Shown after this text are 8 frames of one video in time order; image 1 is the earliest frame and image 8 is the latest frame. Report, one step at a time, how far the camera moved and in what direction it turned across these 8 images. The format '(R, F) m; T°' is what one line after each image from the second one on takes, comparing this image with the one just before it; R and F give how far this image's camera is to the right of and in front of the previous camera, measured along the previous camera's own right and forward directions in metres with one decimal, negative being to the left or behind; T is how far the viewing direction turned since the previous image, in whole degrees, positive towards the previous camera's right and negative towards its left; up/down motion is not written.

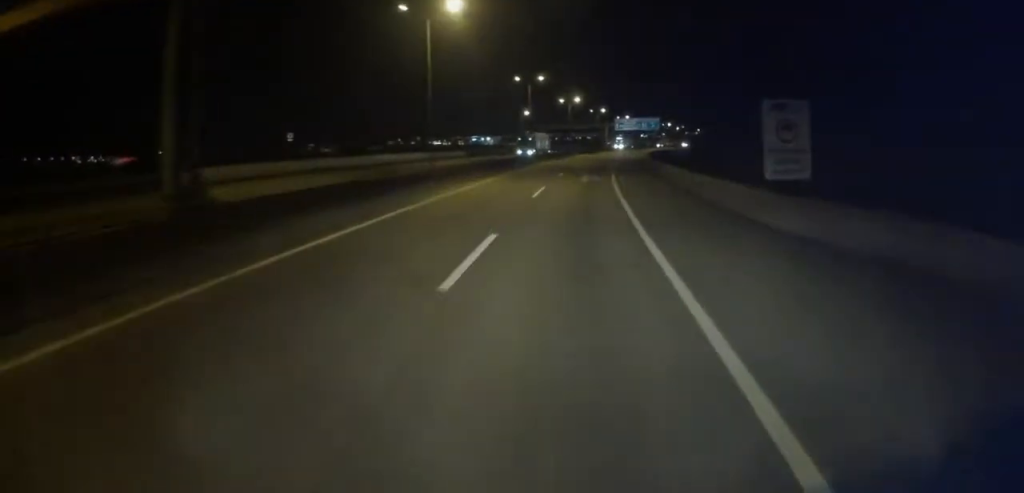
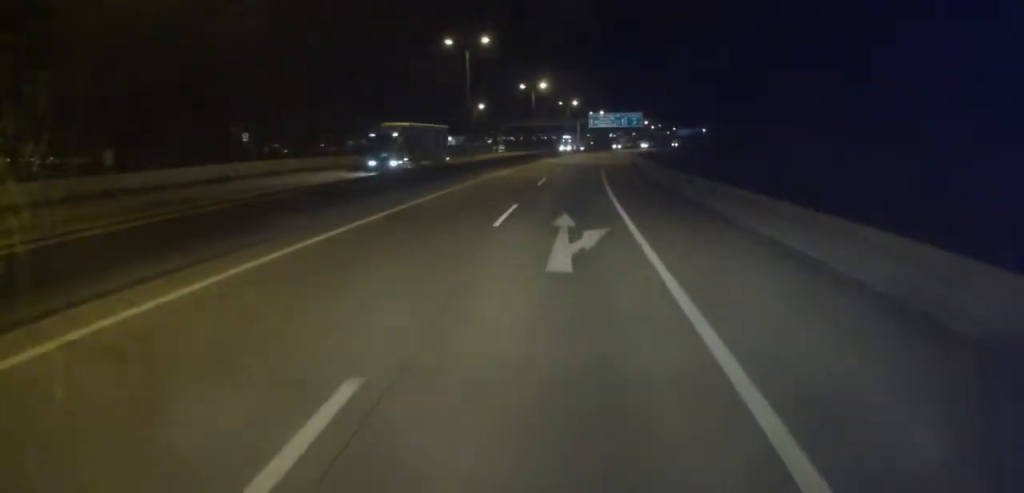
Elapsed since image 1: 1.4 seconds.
(+0.7, +26.3) m; +2°
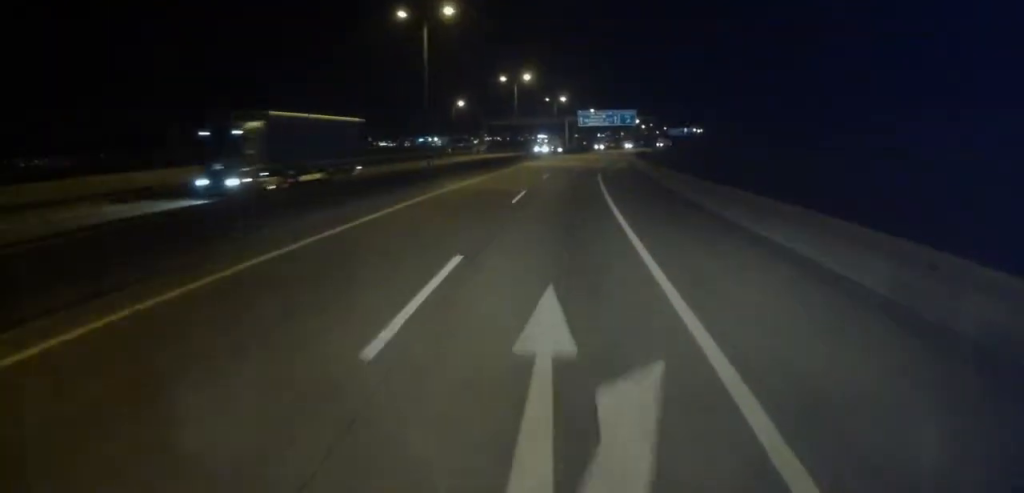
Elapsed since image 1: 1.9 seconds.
(0.0, +10.9) m; +1°
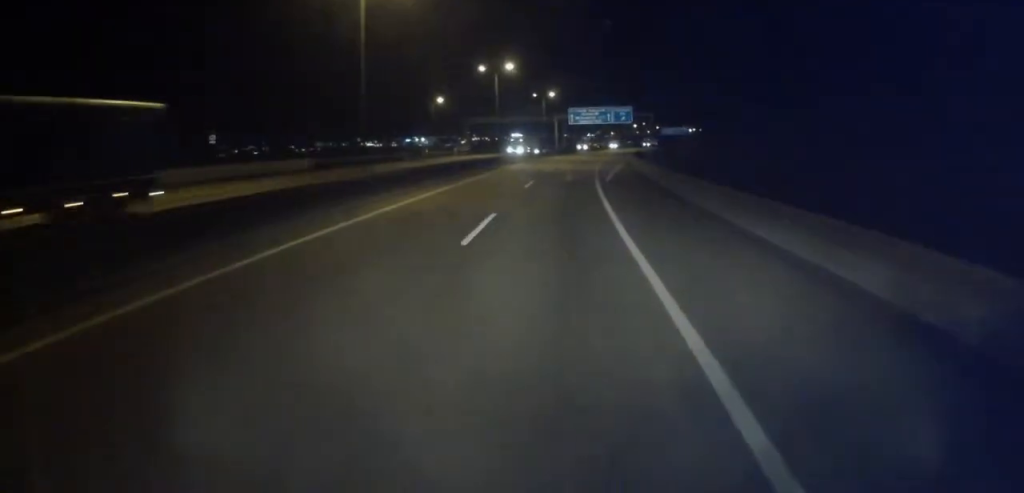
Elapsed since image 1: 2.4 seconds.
(-0.1, +10.3) m; +1°
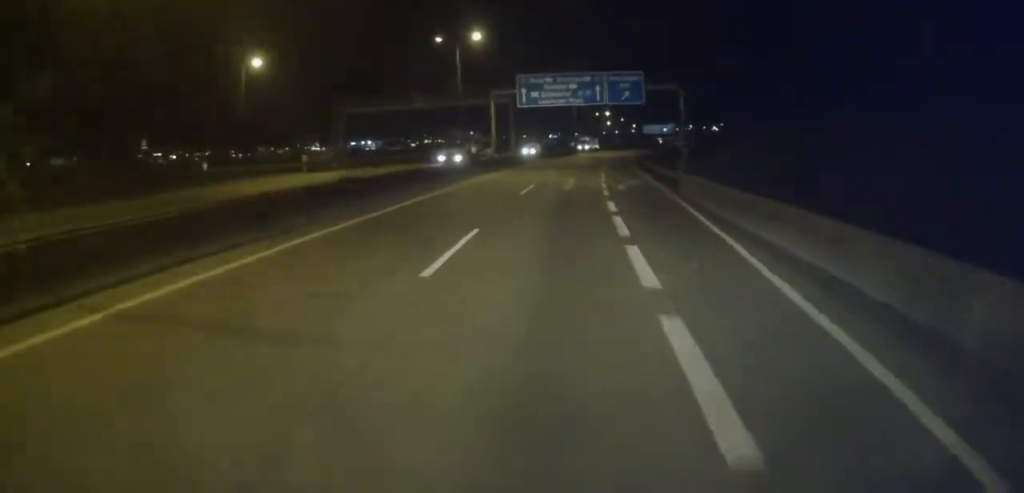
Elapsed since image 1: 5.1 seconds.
(+2.3, +54.6) m; +3°
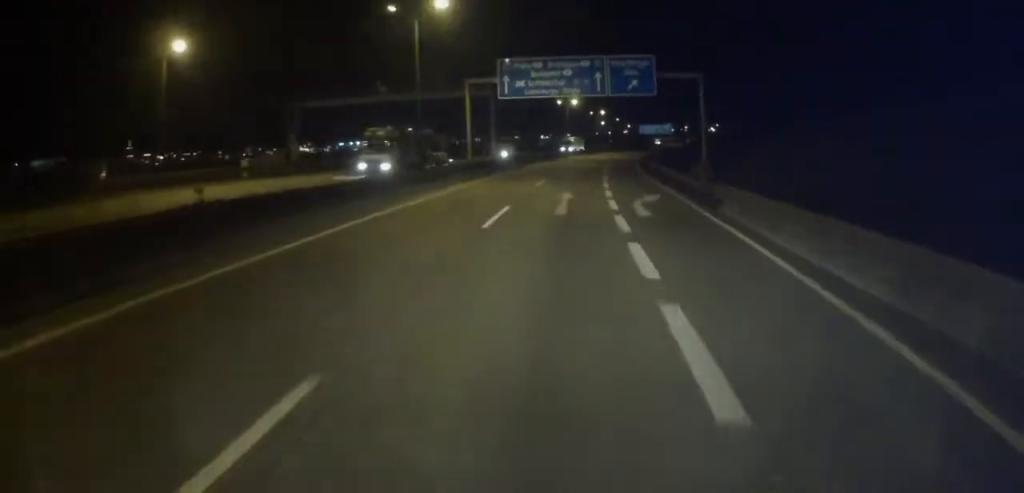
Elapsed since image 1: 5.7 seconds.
(0.0, +10.1) m; 0°
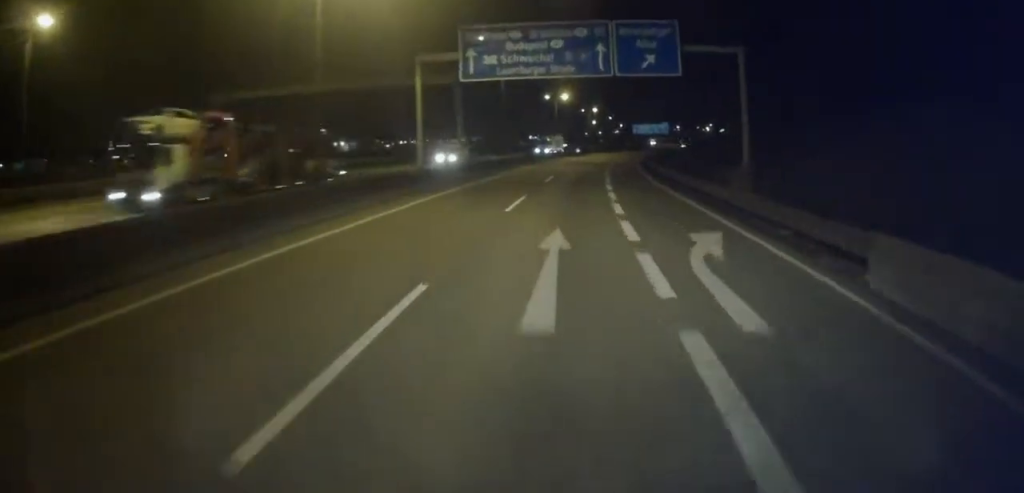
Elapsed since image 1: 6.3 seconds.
(-0.2, +12.4) m; +1°
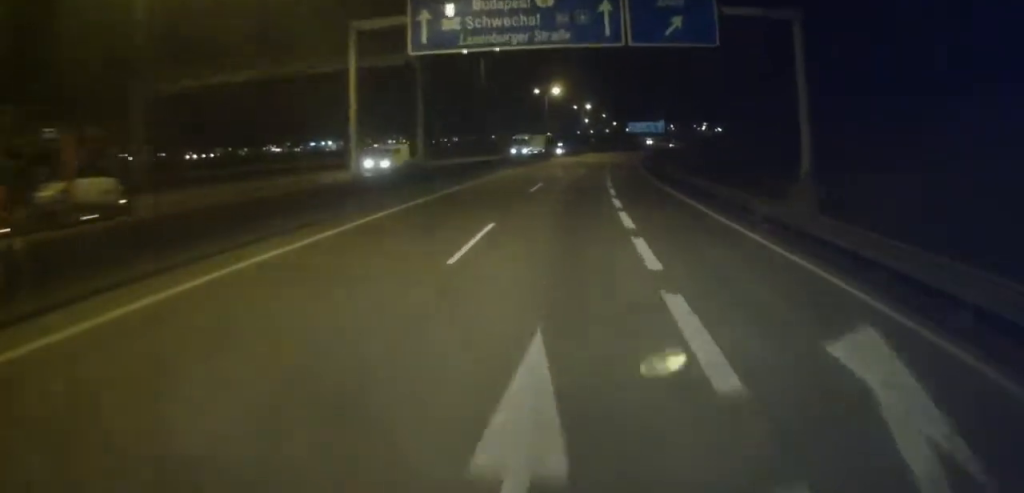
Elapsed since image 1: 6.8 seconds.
(+0.1, +9.3) m; +1°
